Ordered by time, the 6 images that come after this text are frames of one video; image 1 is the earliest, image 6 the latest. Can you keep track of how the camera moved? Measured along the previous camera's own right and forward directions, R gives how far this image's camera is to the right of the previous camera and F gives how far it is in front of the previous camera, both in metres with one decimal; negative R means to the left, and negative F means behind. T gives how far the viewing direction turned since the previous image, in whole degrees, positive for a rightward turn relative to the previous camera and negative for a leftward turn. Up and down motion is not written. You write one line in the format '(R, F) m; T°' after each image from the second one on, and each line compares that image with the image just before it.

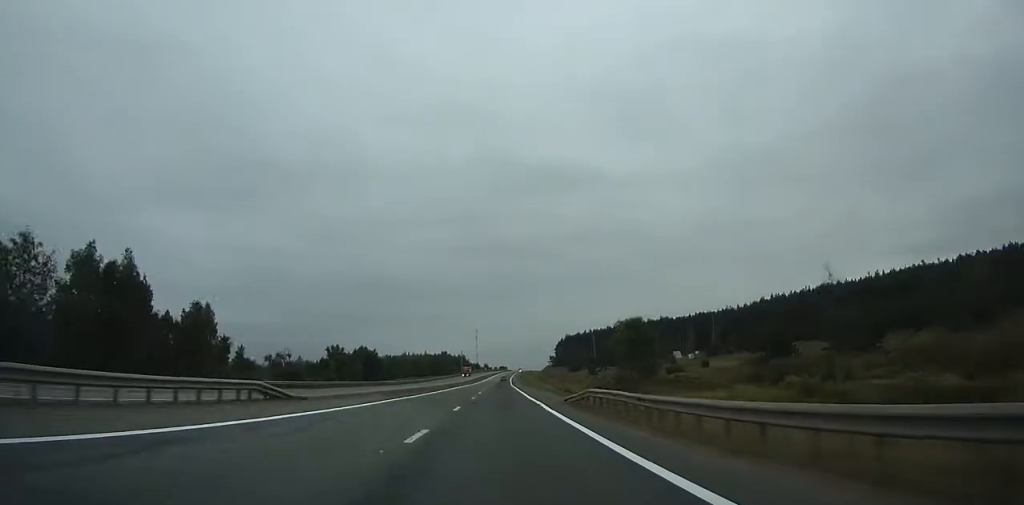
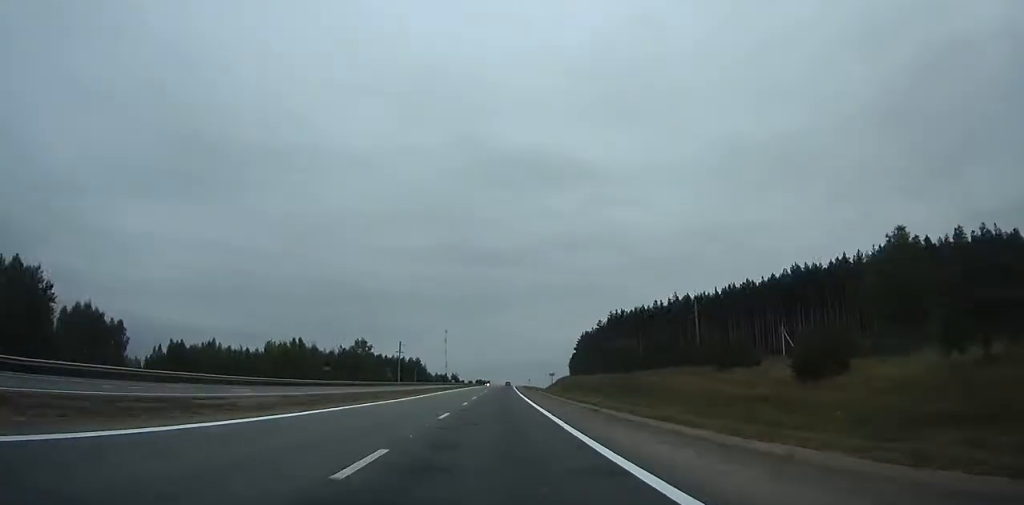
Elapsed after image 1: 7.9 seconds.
(+3.2, +221.6) m; +2°
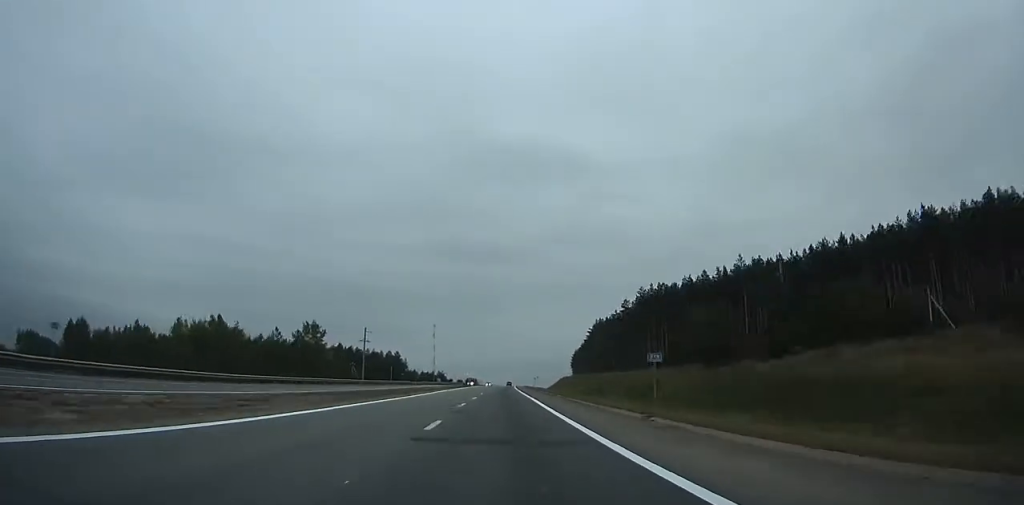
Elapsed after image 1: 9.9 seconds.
(+0.2, +53.5) m; +1°
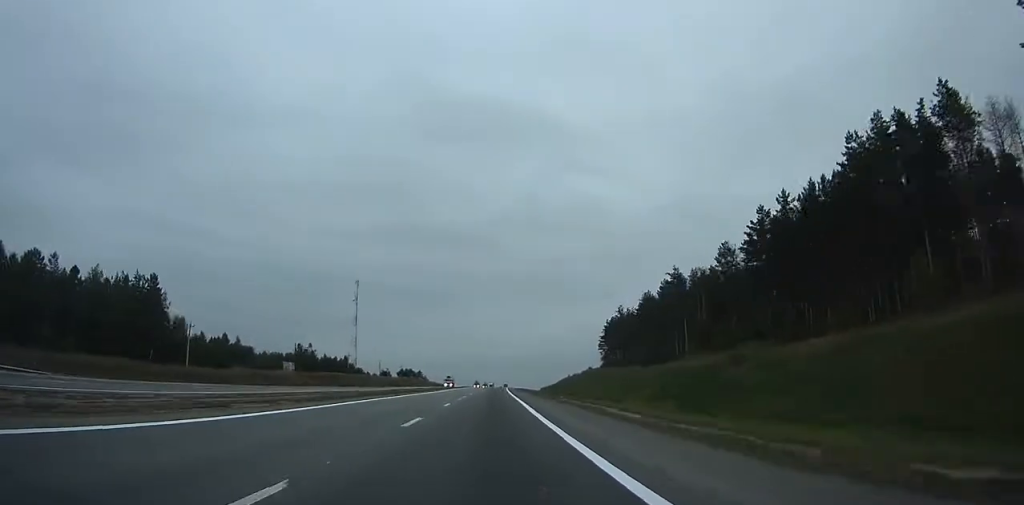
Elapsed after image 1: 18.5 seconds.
(+4.6, +215.2) m; +2°
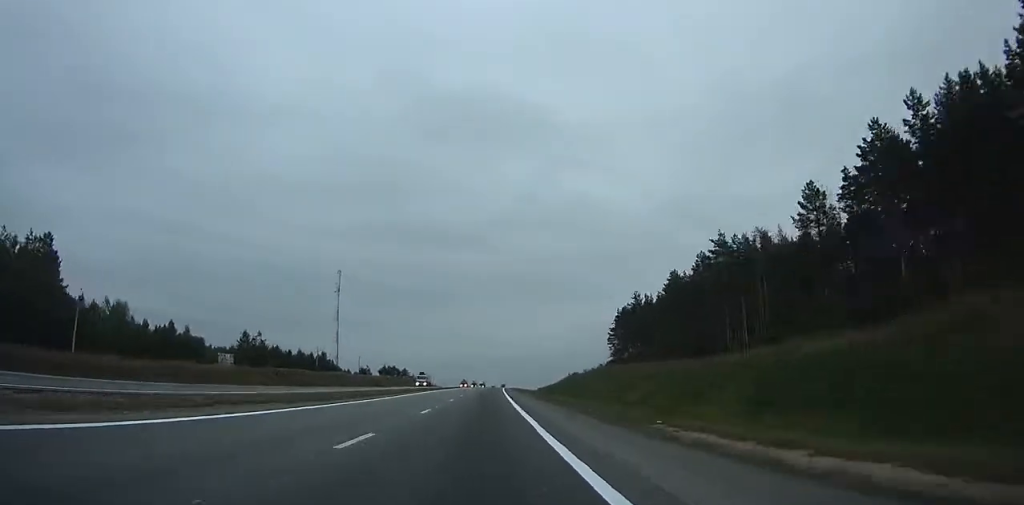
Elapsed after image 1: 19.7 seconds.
(+0.2, +28.8) m; 0°
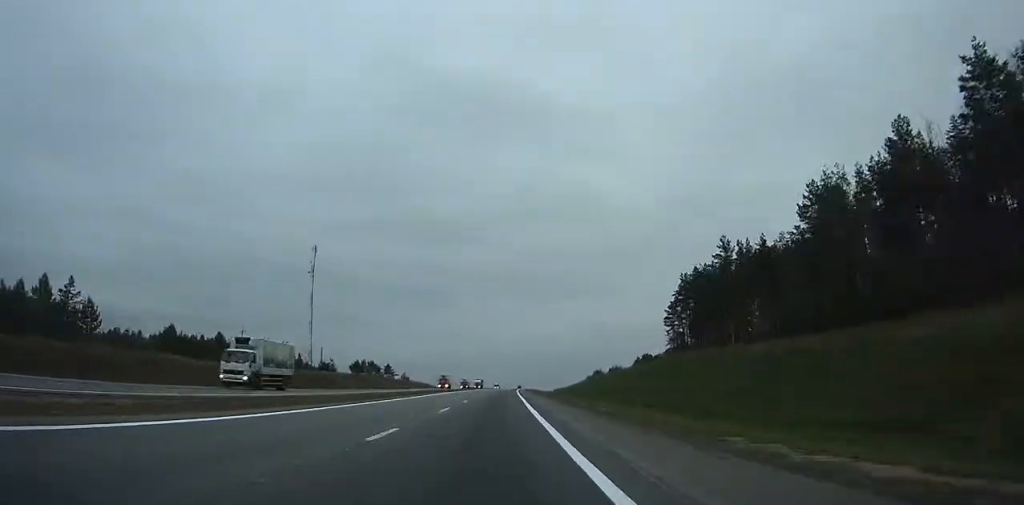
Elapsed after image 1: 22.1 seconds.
(+0.3, +57.7) m; +1°
